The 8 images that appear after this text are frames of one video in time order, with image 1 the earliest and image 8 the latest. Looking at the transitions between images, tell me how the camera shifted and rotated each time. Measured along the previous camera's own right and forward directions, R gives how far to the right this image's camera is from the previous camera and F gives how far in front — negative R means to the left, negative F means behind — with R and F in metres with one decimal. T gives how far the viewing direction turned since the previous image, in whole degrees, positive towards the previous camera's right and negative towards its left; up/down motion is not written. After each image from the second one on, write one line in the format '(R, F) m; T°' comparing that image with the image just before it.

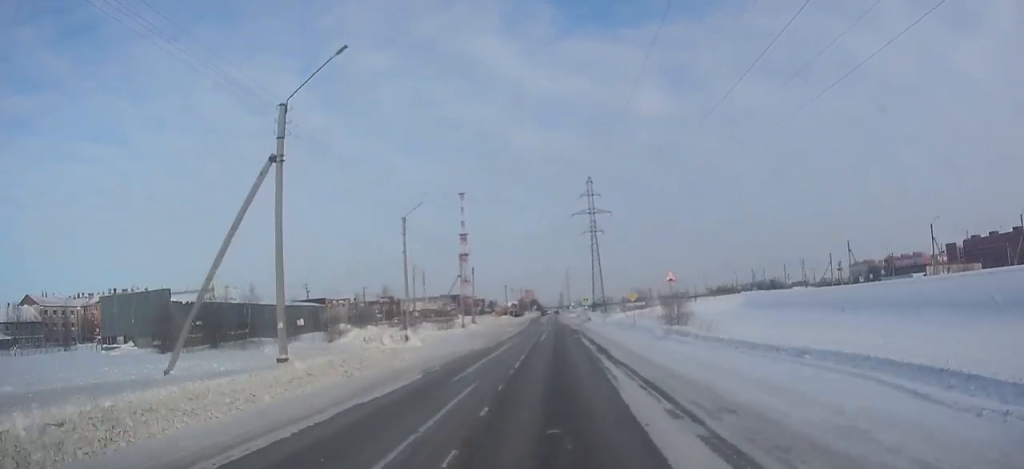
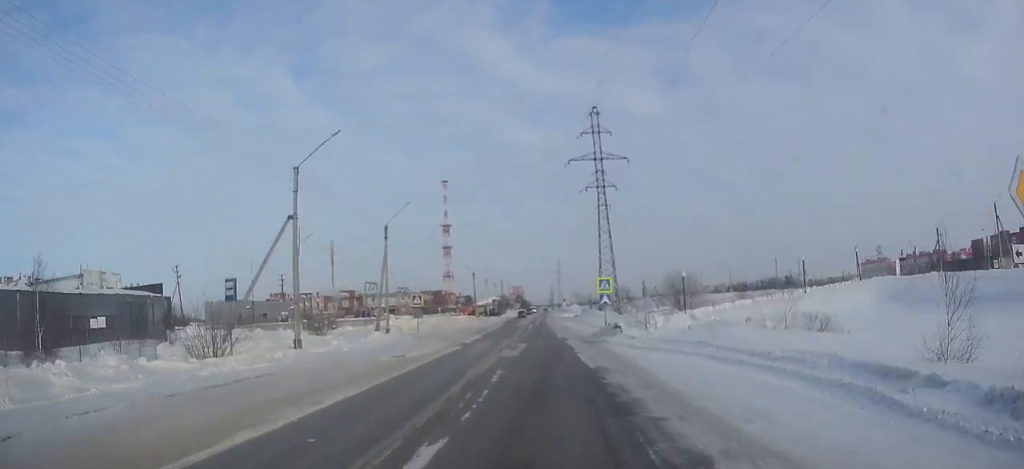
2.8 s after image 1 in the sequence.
(+0.3, +46.4) m; +1°
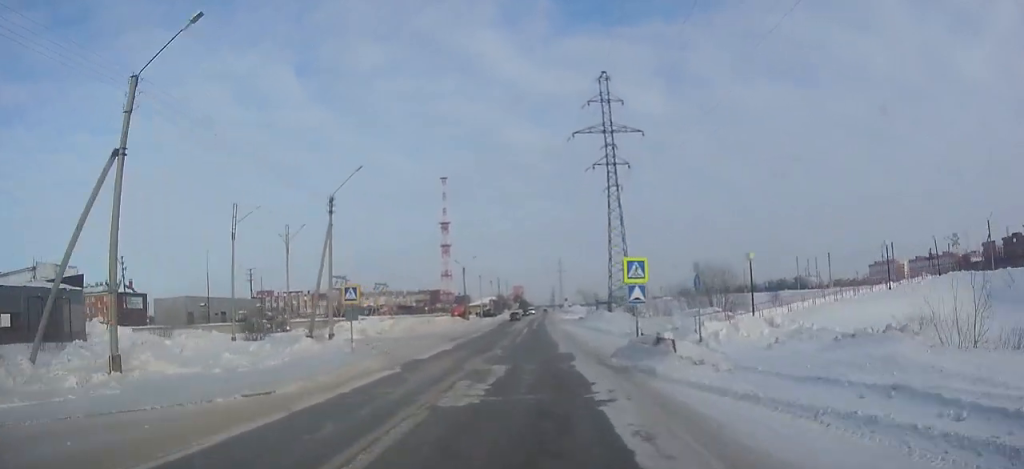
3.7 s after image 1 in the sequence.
(0.0, +14.1) m; 0°
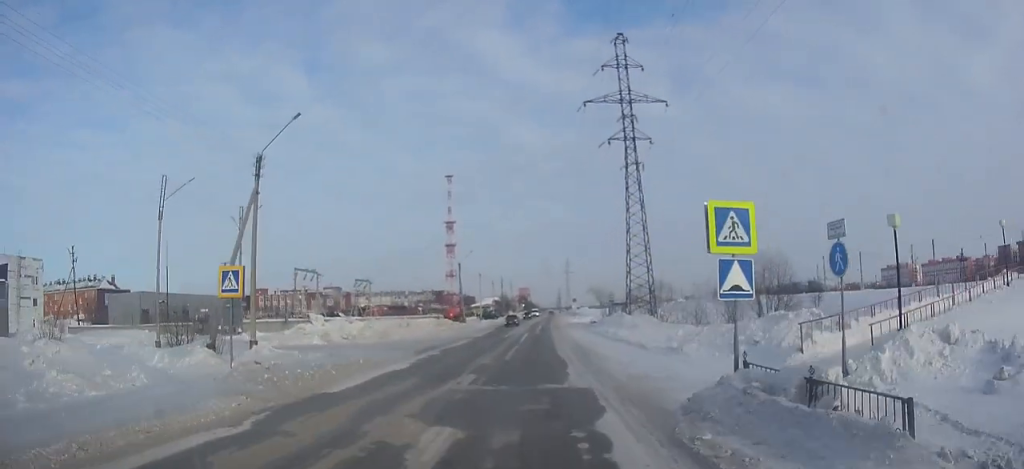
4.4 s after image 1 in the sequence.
(-0.1, +11.8) m; -1°
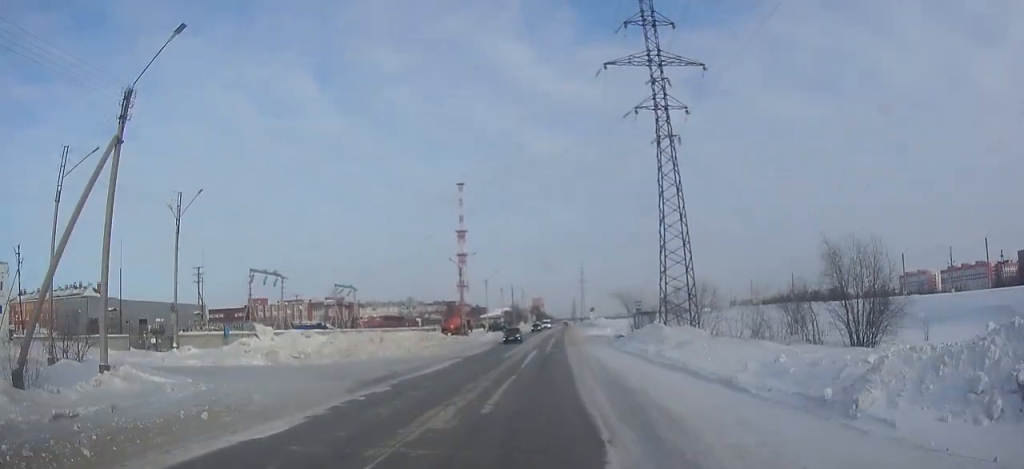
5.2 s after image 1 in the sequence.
(-0.1, +12.2) m; -1°
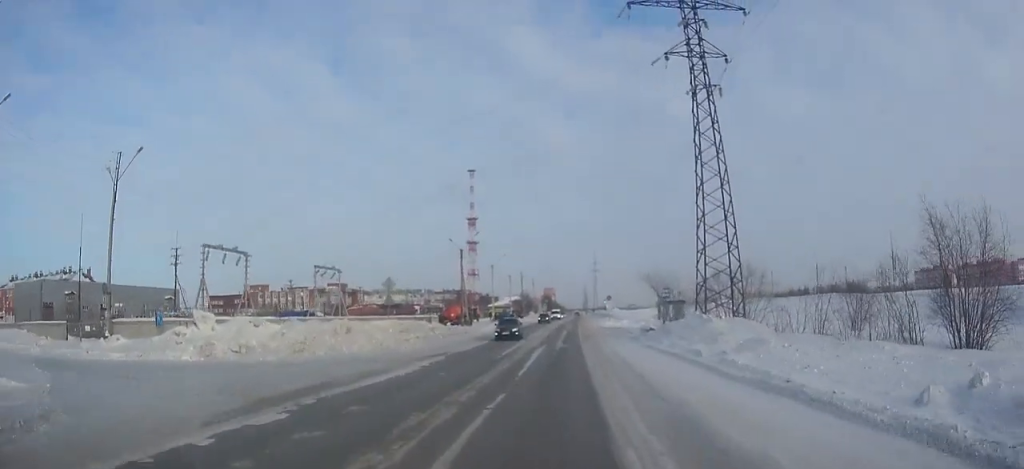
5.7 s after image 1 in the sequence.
(0.0, +9.0) m; 0°
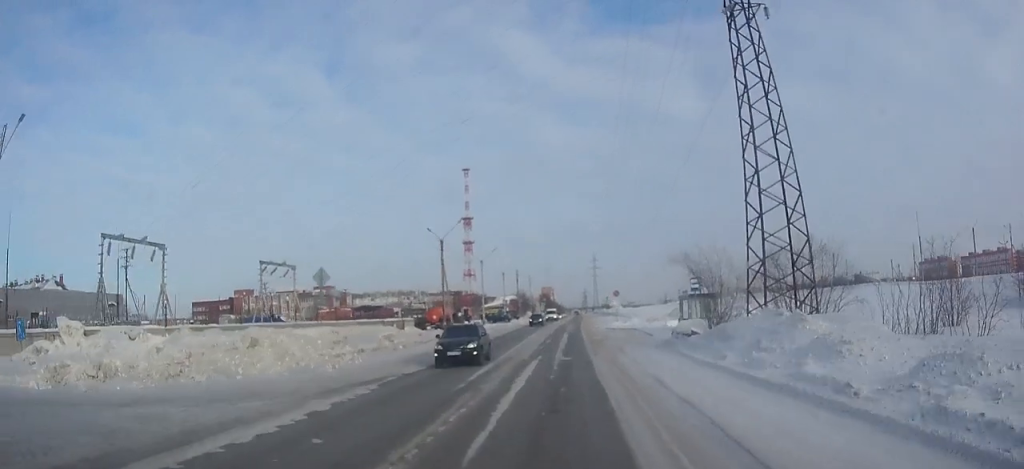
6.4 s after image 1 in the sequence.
(0.0, +11.1) m; 0°
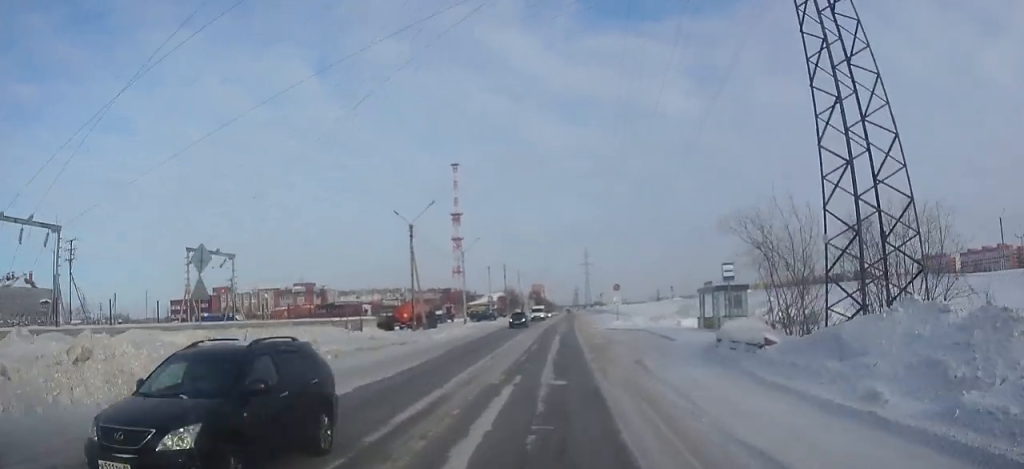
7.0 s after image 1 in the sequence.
(0.0, +9.5) m; 0°
